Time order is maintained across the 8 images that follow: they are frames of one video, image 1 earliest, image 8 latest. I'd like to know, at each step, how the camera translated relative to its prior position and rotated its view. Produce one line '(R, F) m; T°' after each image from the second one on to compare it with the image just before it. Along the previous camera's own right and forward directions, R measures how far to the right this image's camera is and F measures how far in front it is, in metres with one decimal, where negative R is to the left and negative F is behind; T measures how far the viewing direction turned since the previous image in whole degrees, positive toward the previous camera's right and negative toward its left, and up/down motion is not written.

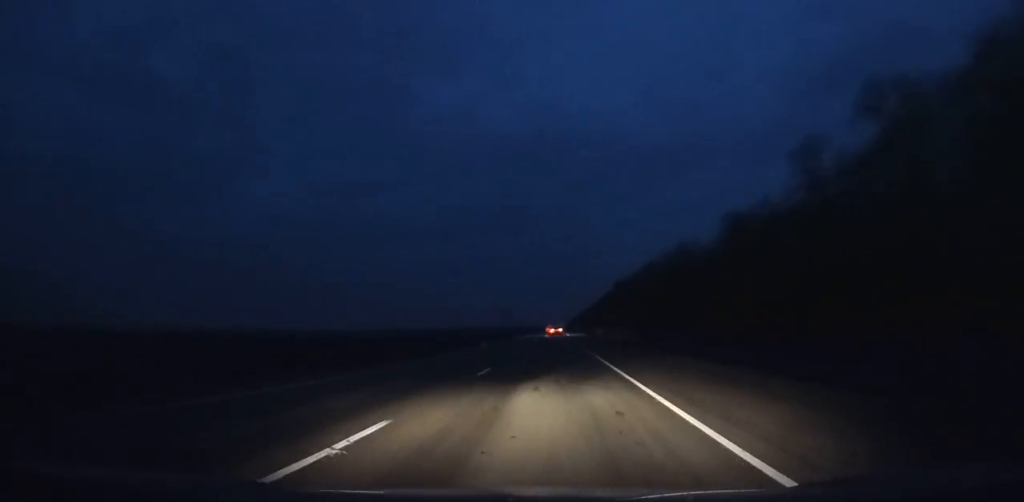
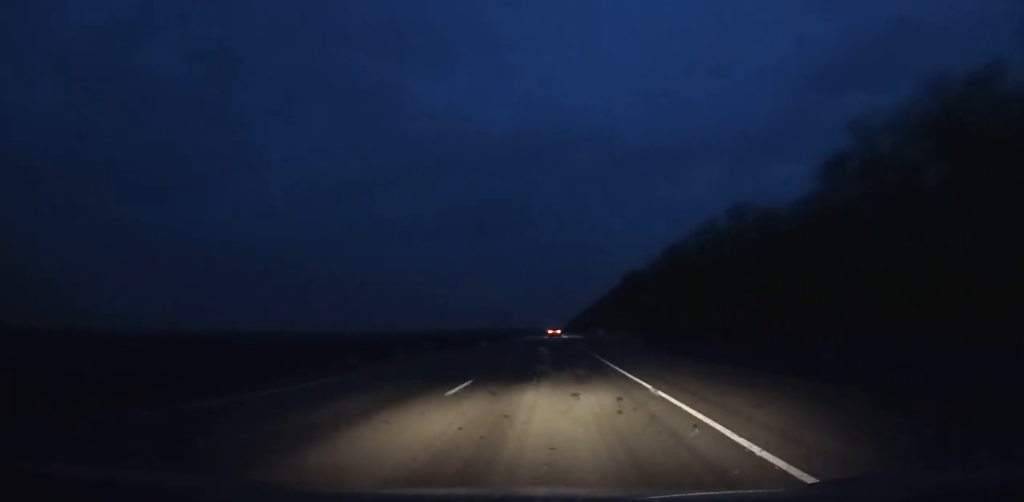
(0.0, +40.4) m; 0°
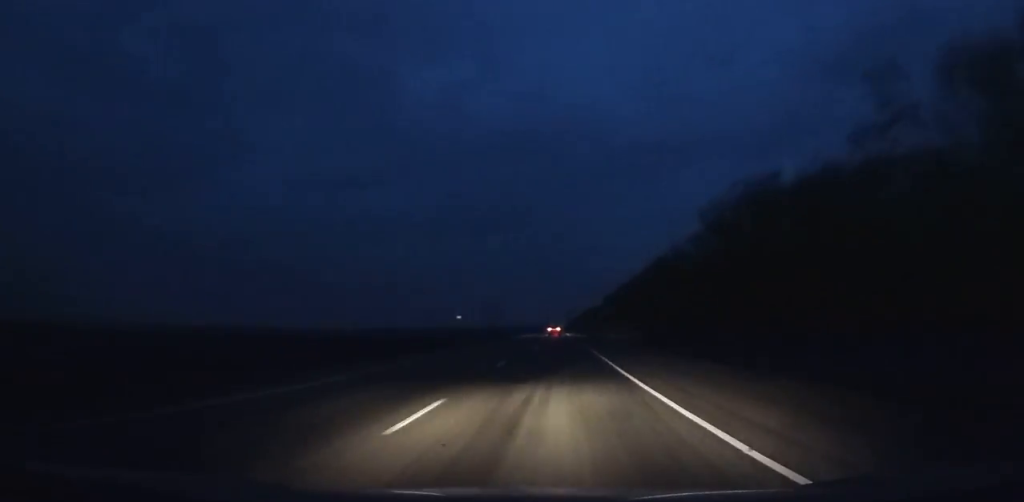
(-0.1, +110.8) m; 0°
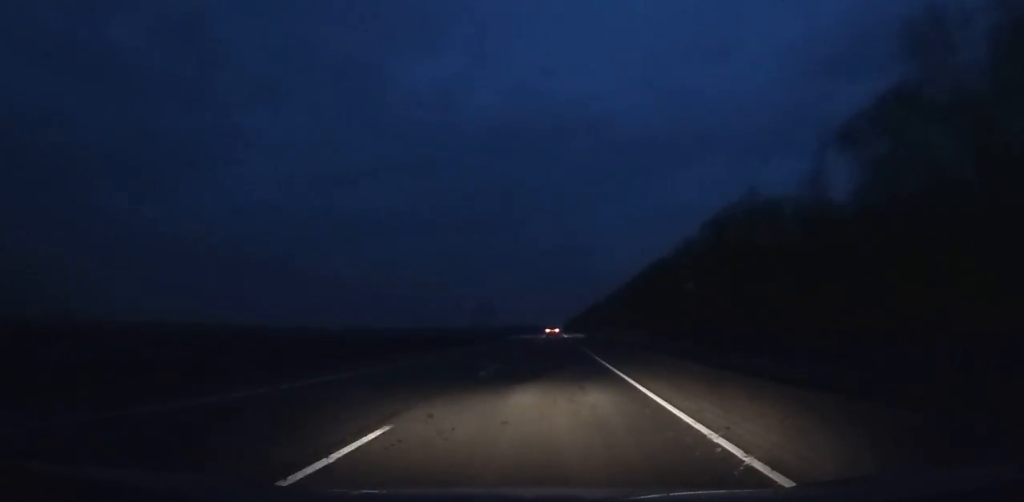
(+0.1, +62.9) m; 0°
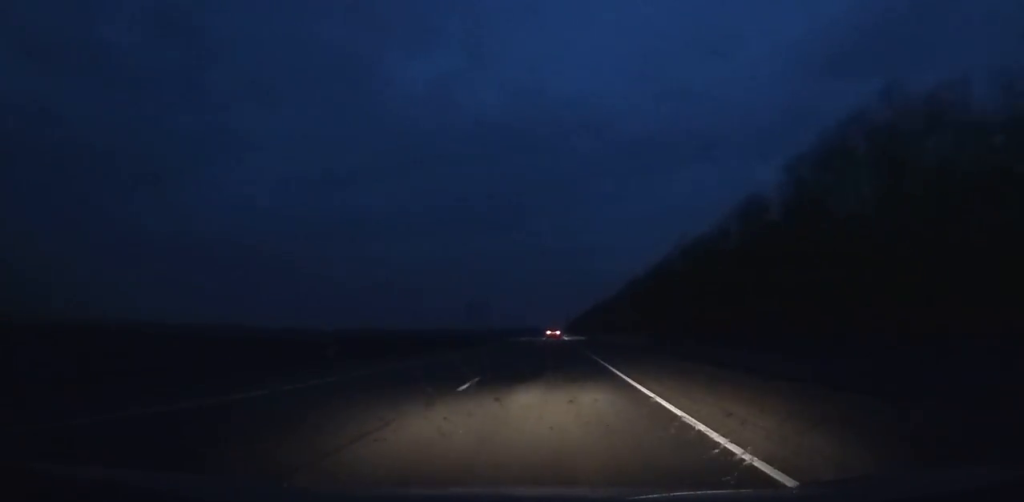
(0.0, +39.8) m; 0°
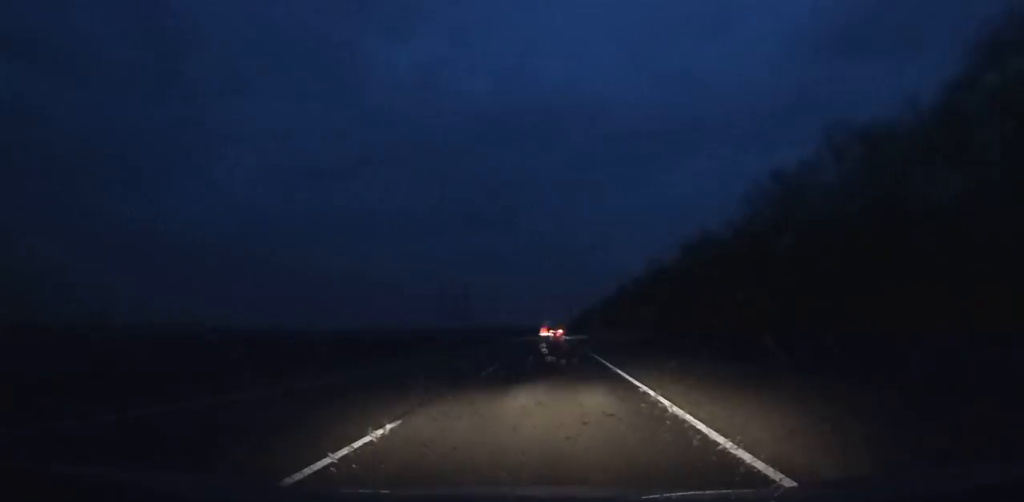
(0.0, +129.1) m; 0°
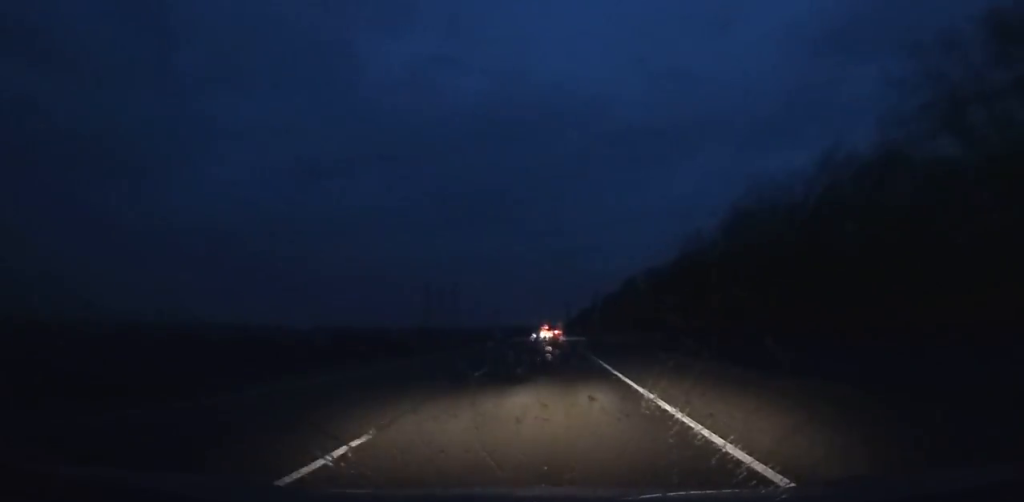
(0.0, +38.2) m; 0°
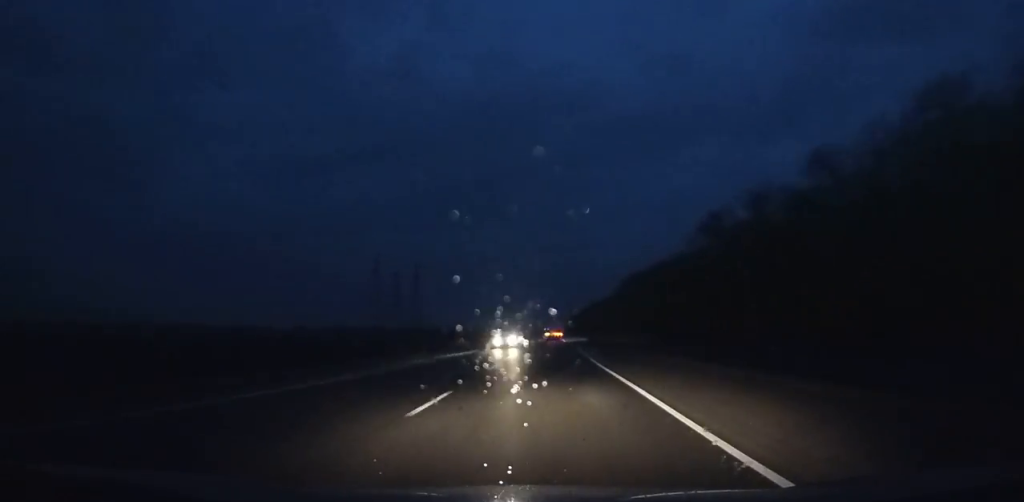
(-0.2, +101.9) m; 0°
